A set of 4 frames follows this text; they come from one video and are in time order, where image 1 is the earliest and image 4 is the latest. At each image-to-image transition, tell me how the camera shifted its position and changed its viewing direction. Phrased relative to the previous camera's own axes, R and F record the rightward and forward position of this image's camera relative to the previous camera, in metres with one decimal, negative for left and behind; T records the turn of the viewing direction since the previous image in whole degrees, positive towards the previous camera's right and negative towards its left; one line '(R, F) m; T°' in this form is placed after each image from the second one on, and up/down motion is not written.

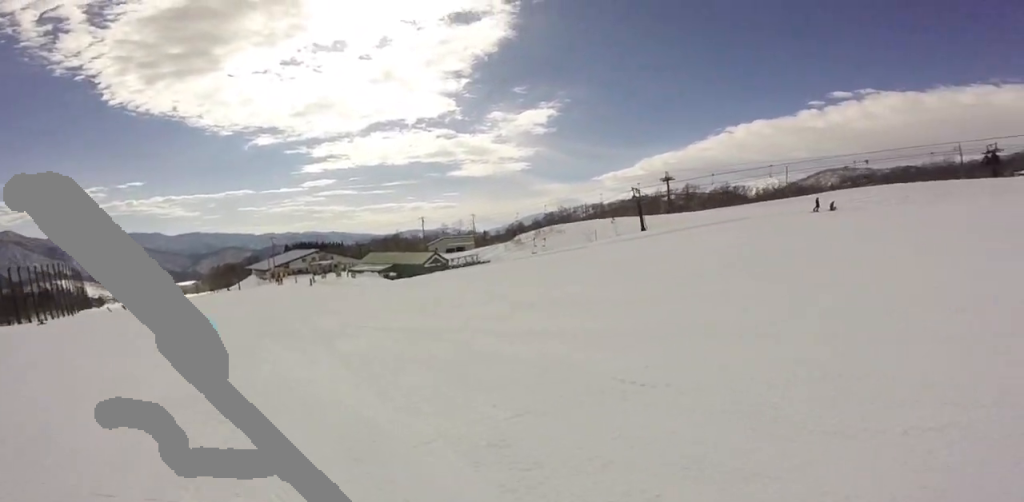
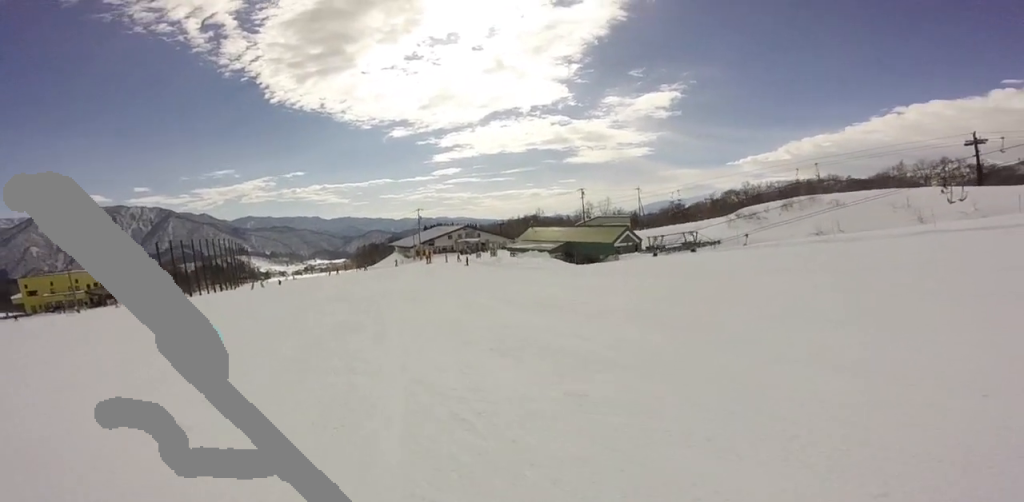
(+2.4, +24.1) m; 0°
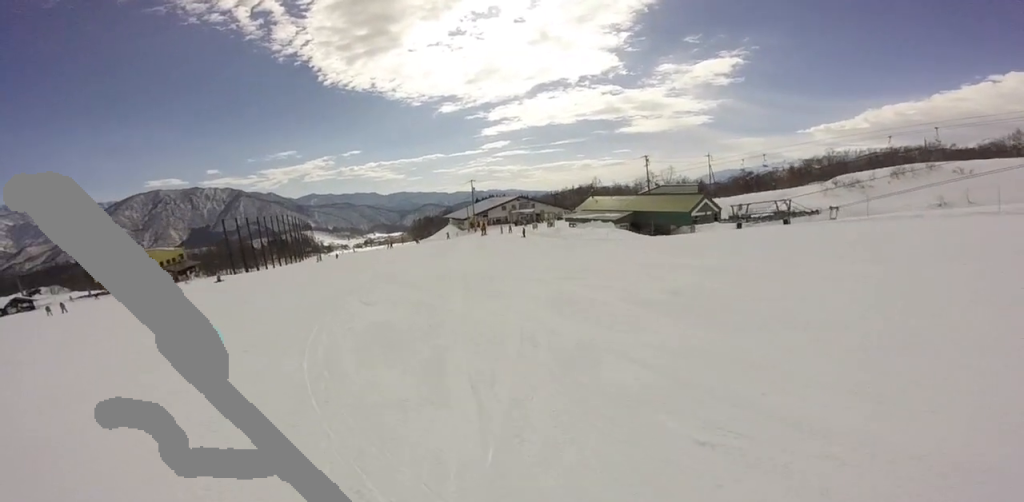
(-0.6, +3.8) m; +6°
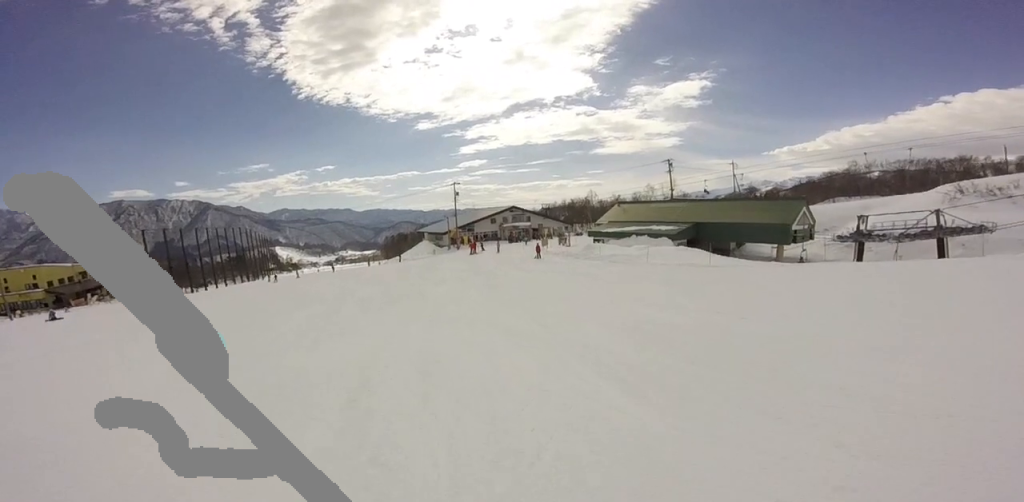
(+2.4, +17.9) m; +3°
